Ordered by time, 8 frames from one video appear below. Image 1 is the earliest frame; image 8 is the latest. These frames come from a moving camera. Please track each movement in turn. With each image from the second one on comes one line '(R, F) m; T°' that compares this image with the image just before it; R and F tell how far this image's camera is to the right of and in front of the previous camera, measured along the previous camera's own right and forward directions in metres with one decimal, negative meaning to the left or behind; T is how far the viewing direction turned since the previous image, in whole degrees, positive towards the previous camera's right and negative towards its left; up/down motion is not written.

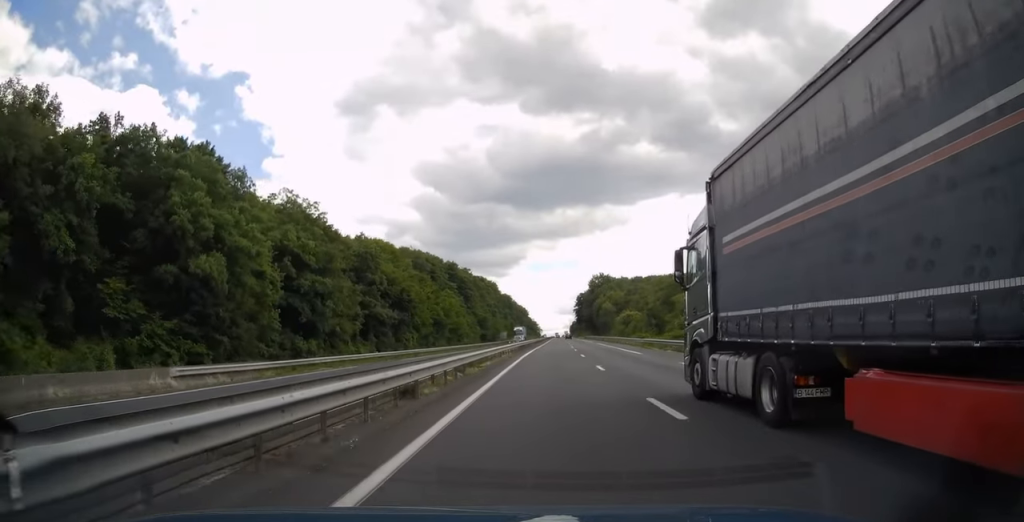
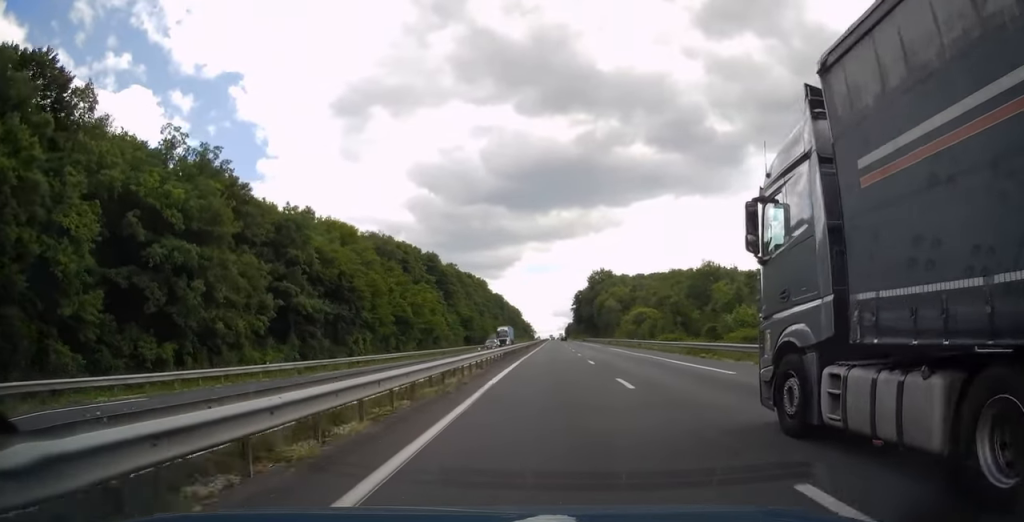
(+0.2, +20.1) m; 0°
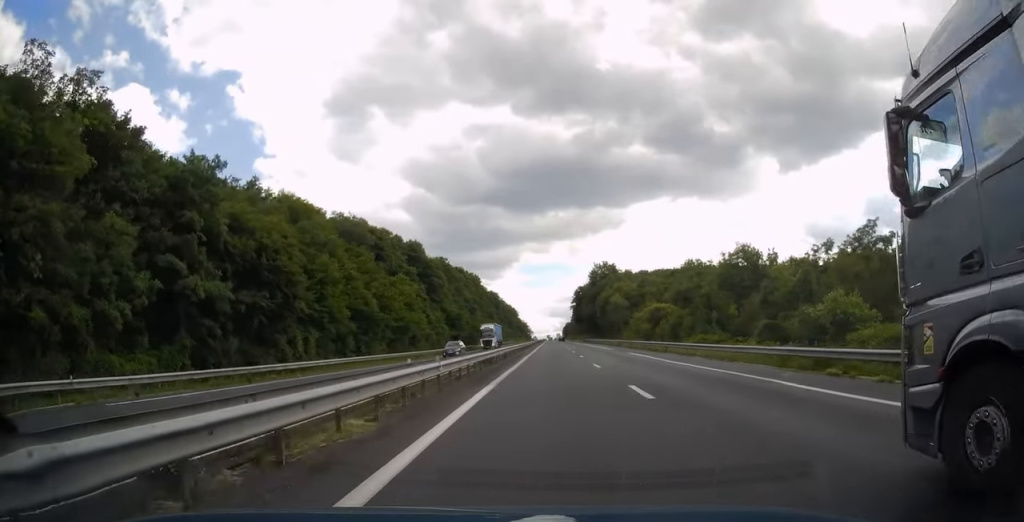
(0.0, +15.1) m; 0°
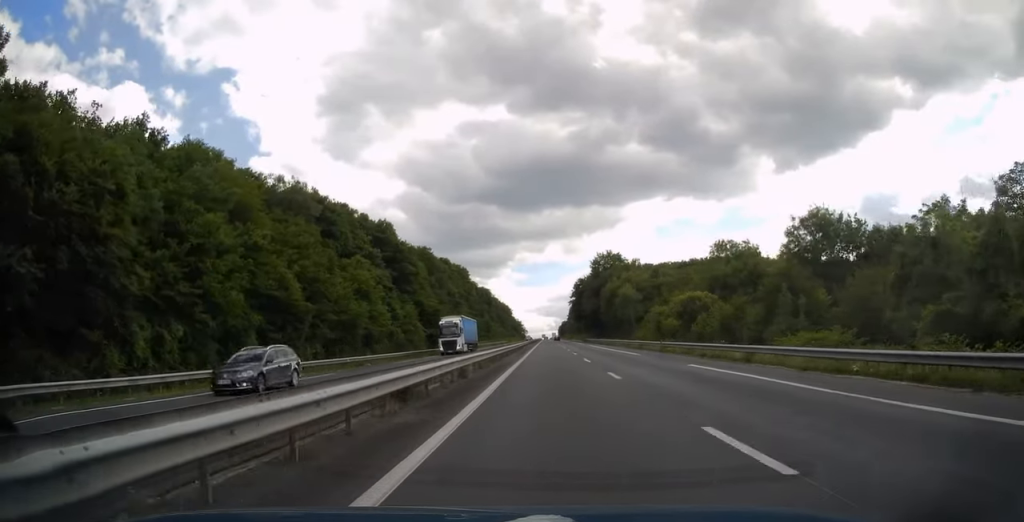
(+0.1, +19.7) m; 0°
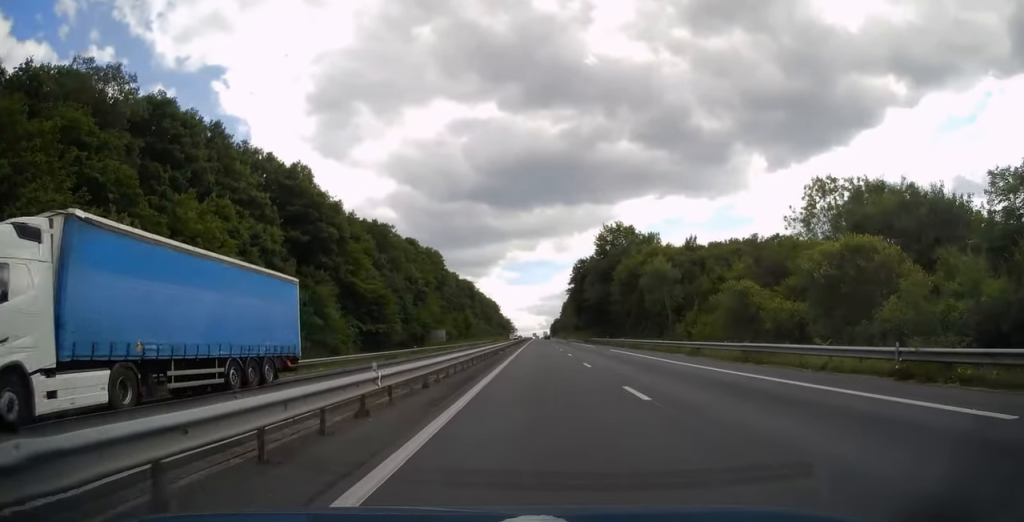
(+0.2, +32.3) m; 0°
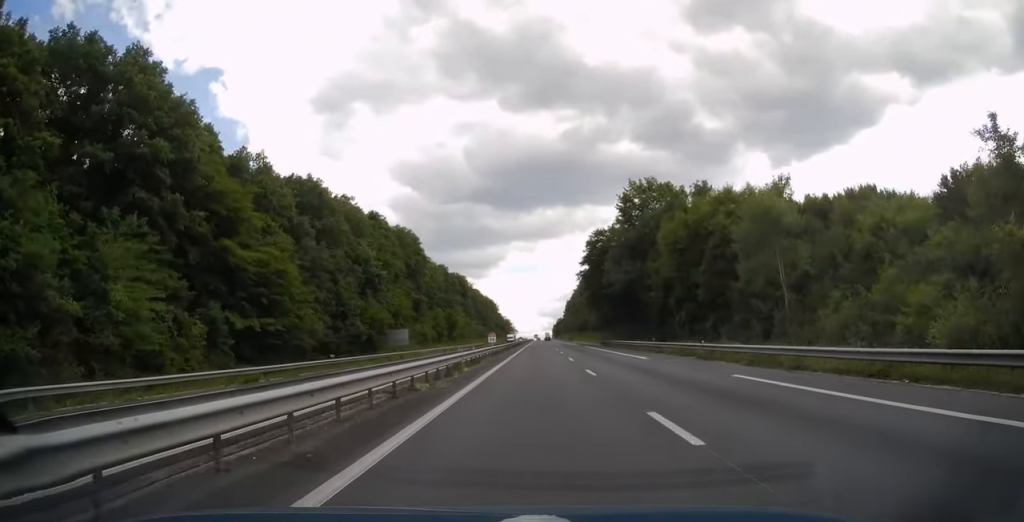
(+0.1, +30.3) m; 0°
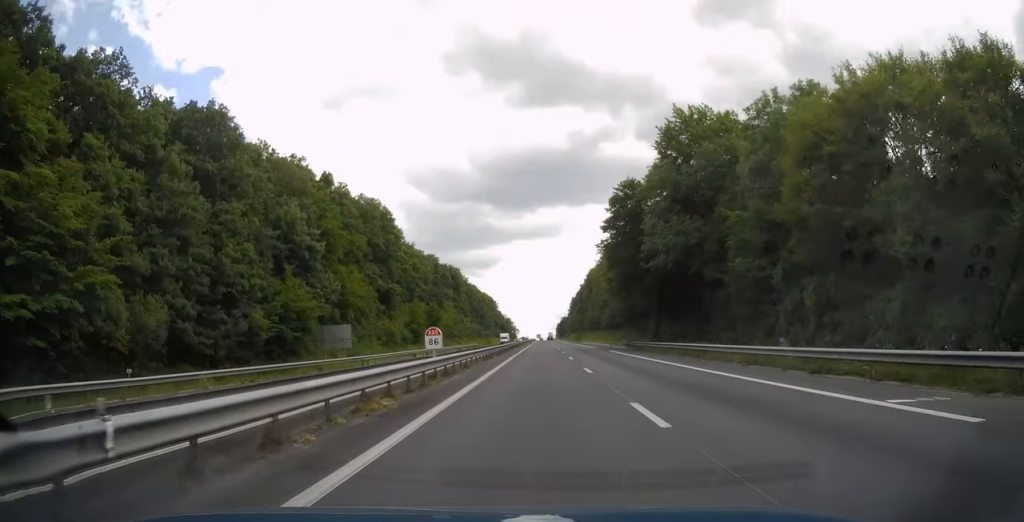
(0.0, +24.3) m; 0°
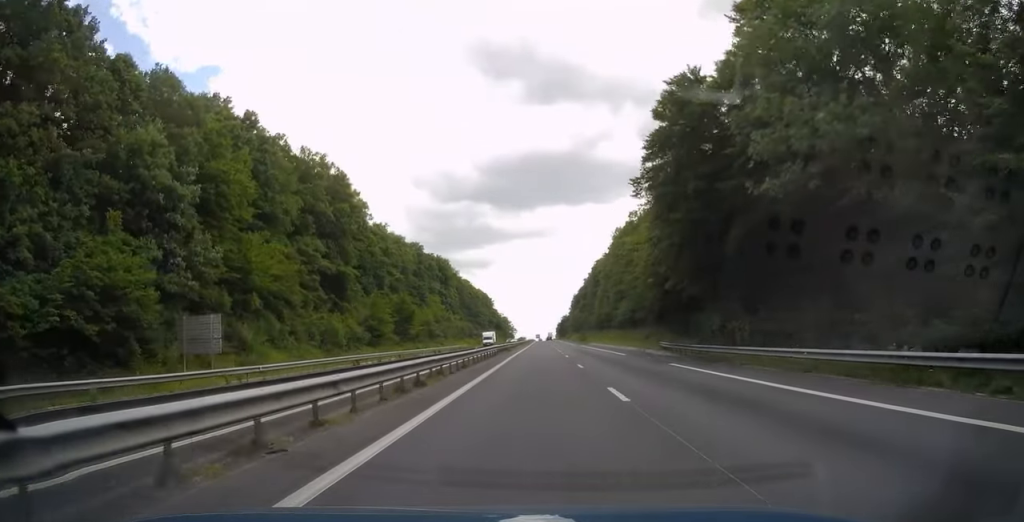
(0.0, +22.3) m; 0°
